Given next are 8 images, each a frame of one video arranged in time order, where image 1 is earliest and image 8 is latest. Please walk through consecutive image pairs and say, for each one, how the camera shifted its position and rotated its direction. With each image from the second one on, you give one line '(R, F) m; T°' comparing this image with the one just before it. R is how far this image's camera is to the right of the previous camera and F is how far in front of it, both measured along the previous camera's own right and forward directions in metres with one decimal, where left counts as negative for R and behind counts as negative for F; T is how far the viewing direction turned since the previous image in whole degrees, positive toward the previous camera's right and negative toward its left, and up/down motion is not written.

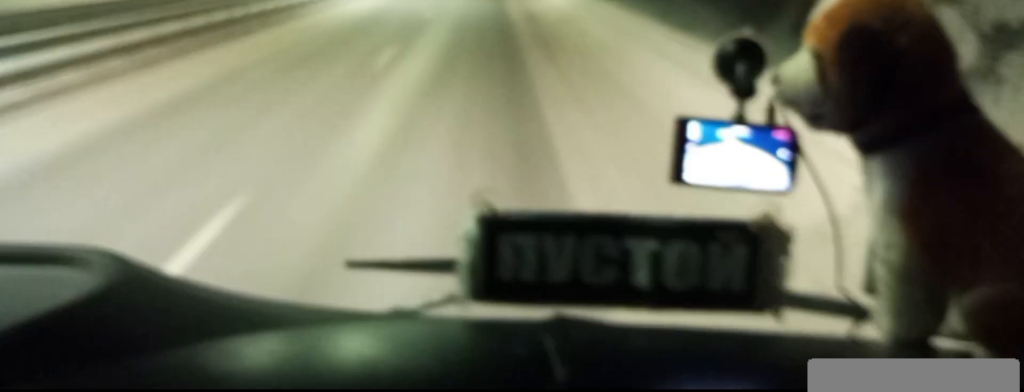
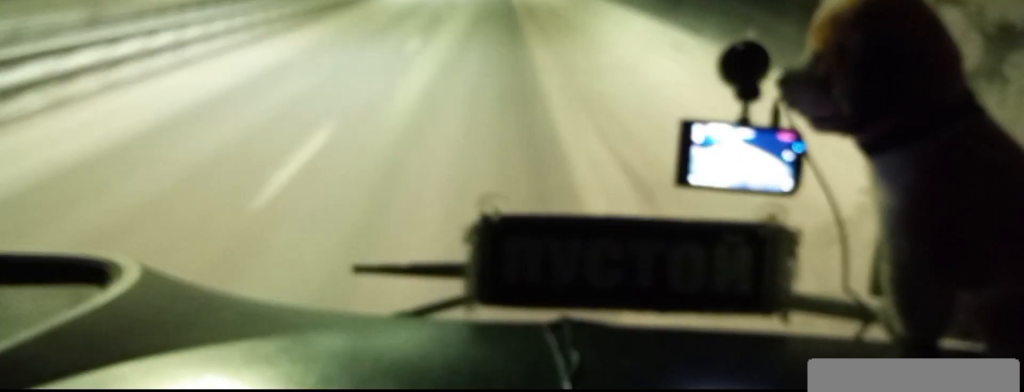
(+0.5, +27.7) m; 0°
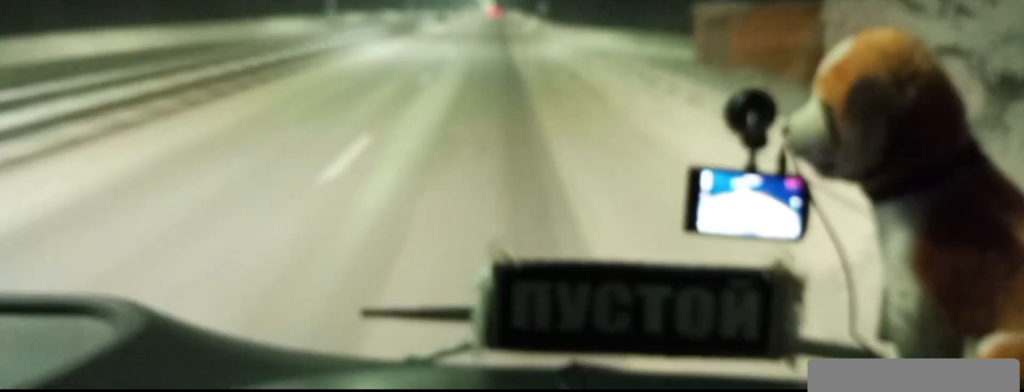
(-2.8, +62.2) m; -2°
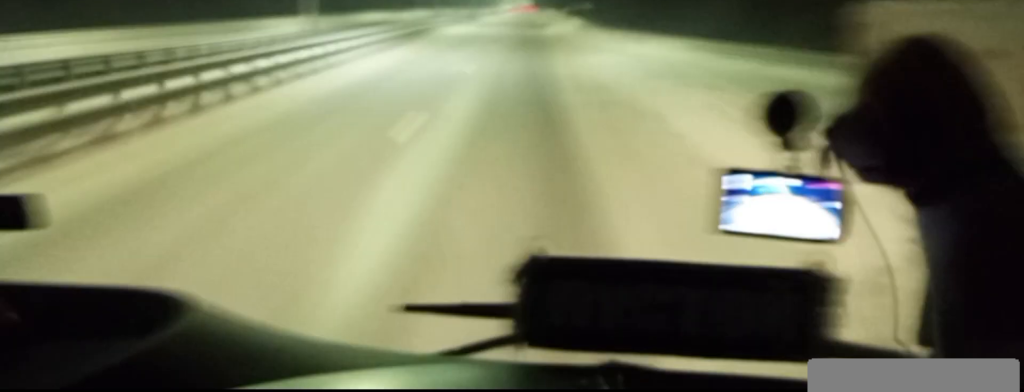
(+0.1, +13.3) m; +1°
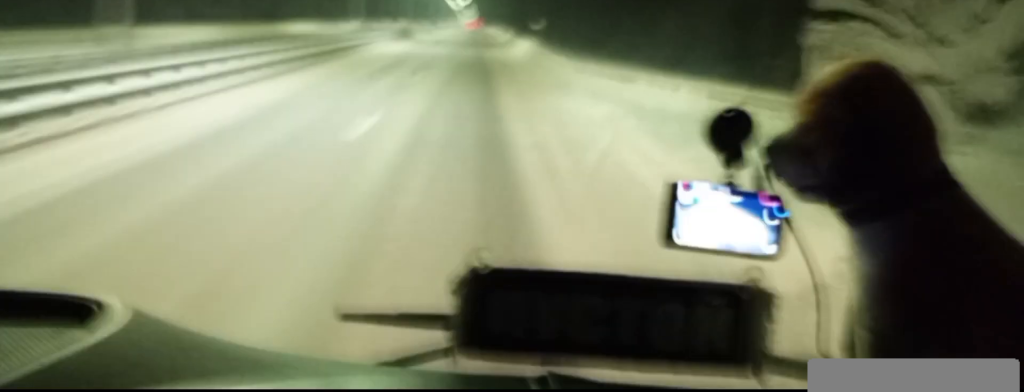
(+0.1, +13.2) m; +1°
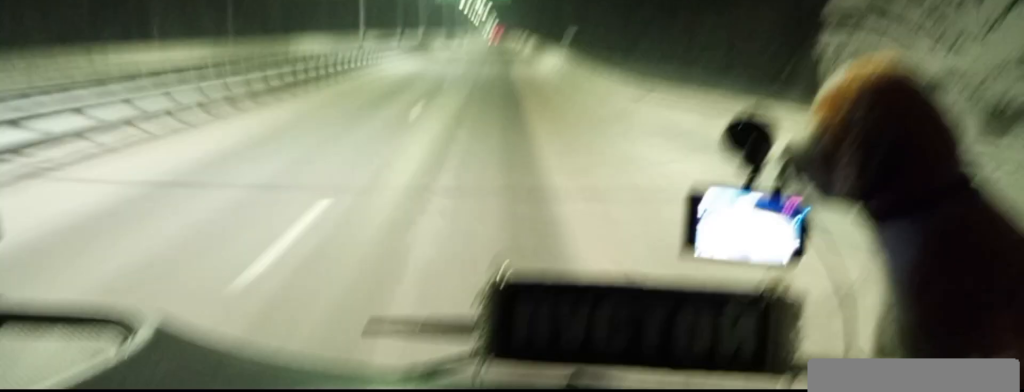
(0.0, +10.0) m; 0°
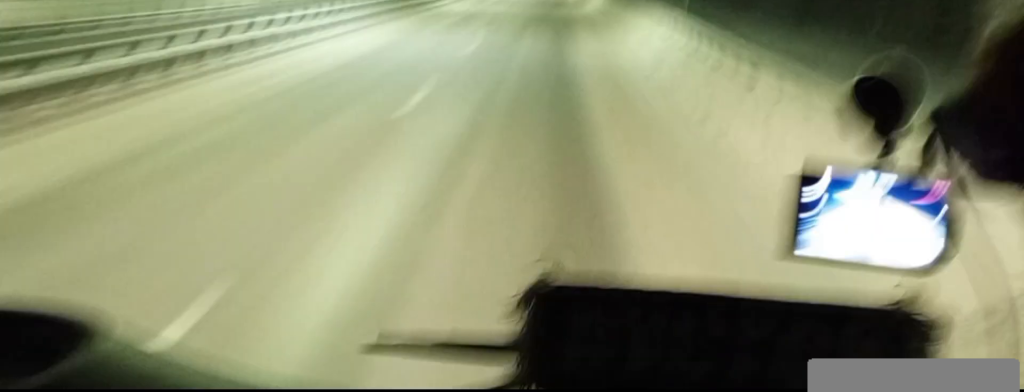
(+0.1, +21.5) m; 0°
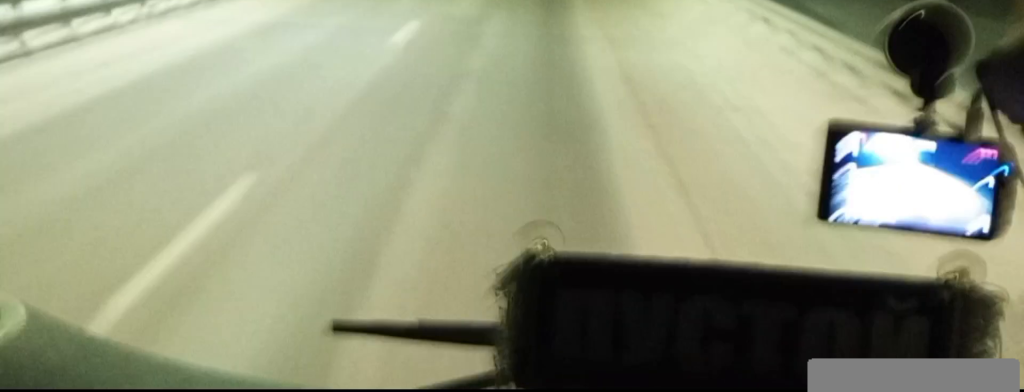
(-0.2, +12.3) m; 0°
